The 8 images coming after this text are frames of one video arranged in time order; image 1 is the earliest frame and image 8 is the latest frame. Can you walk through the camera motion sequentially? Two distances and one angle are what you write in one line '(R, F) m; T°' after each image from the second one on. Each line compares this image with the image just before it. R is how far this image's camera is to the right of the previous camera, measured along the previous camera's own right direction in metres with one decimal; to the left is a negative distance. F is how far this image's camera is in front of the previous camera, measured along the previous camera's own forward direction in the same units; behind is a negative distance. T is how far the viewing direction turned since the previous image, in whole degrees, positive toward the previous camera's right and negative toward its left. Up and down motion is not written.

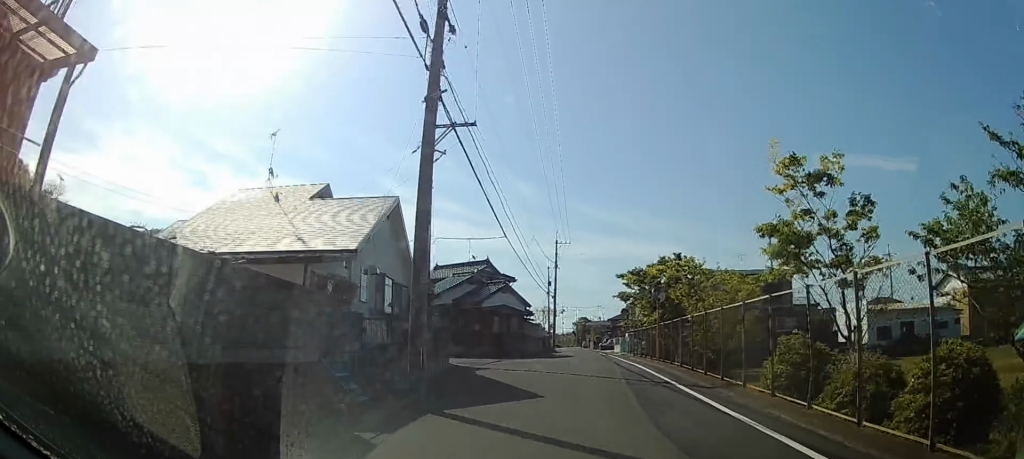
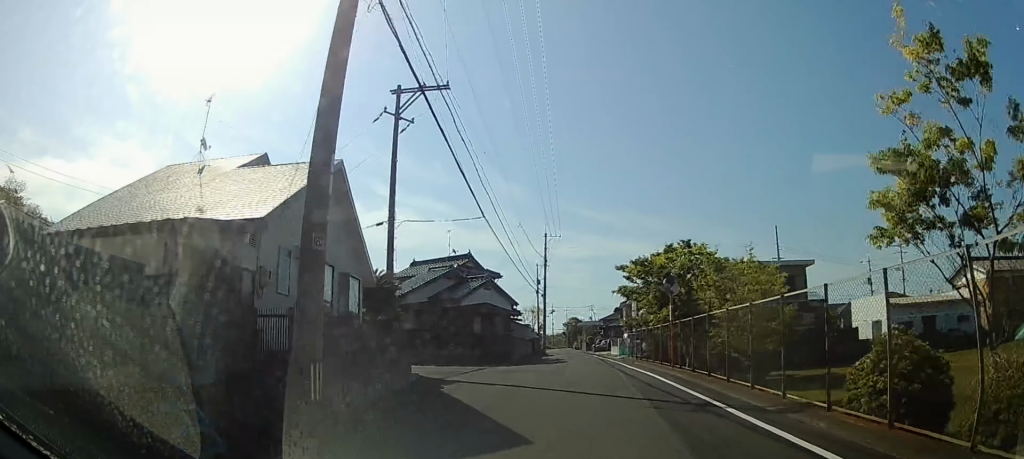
(+0.1, +4.7) m; +1°
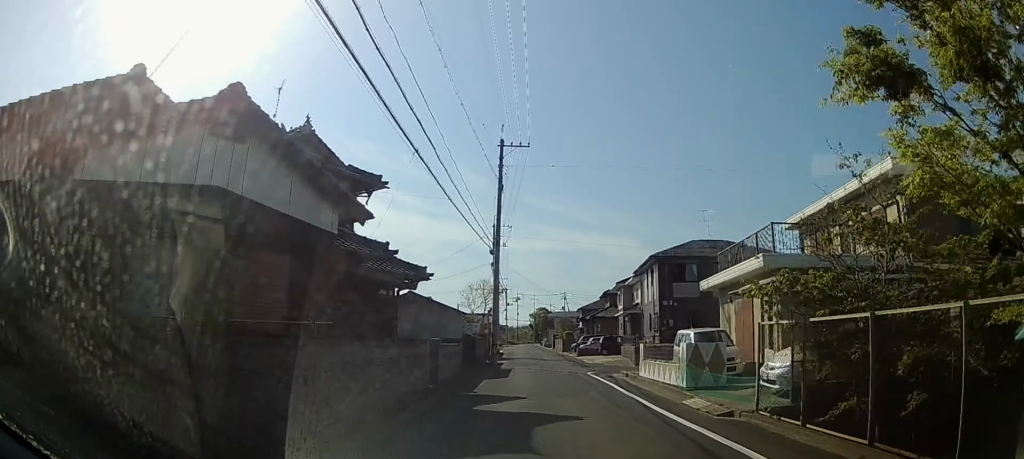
(+0.9, +21.5) m; +4°
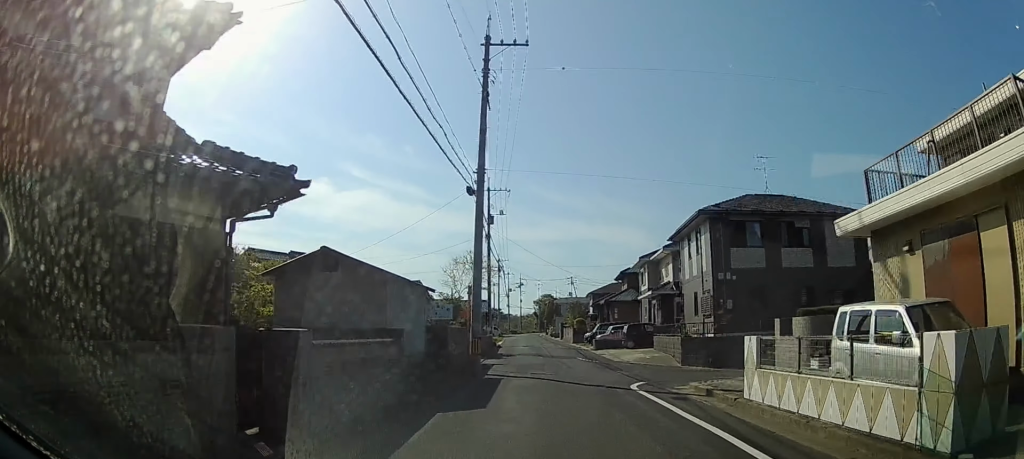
(+0.1, +9.5) m; 0°
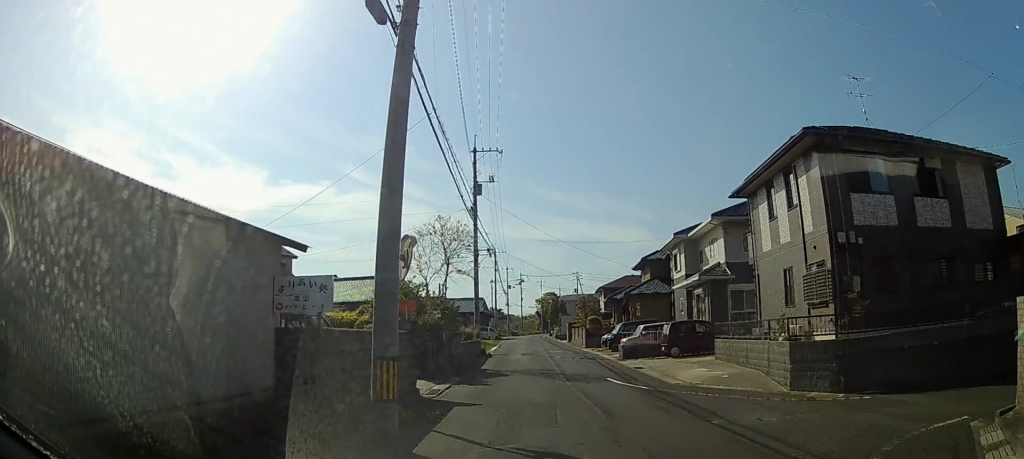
(-0.1, +9.8) m; -2°
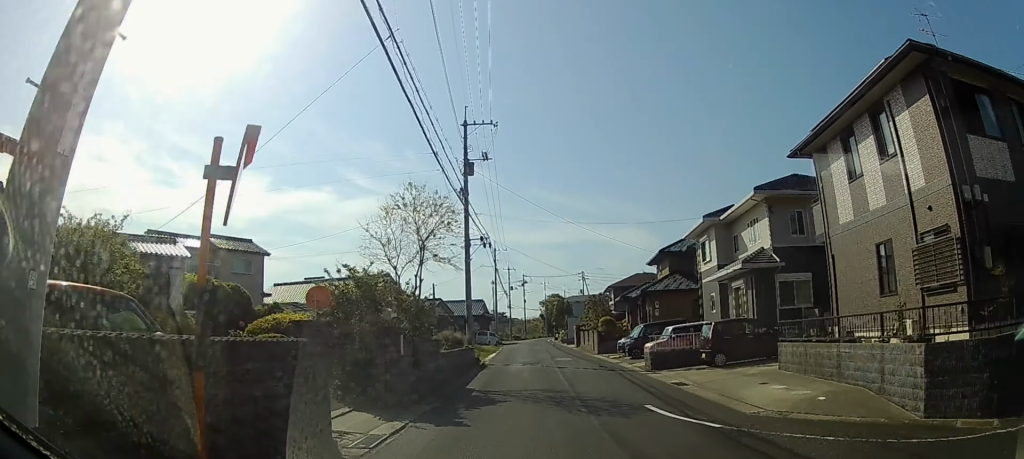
(-0.1, +5.8) m; -1°
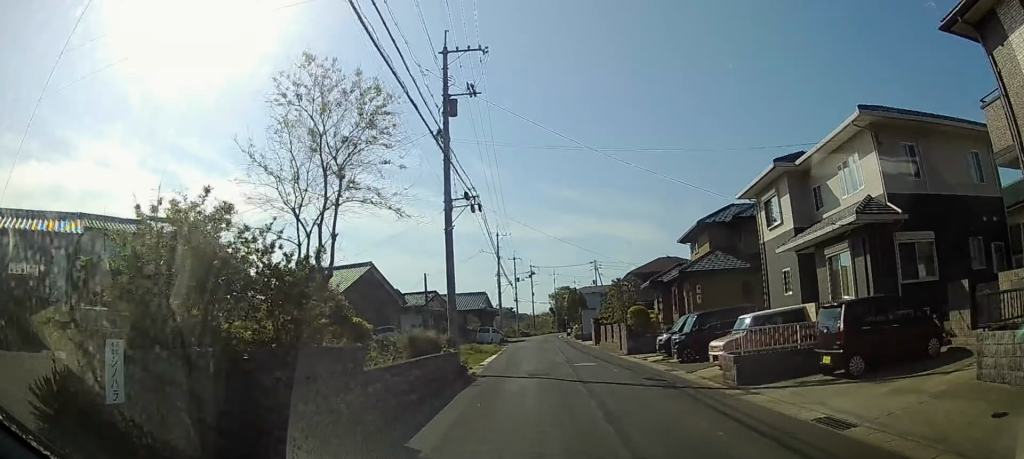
(0.0, +8.0) m; 0°
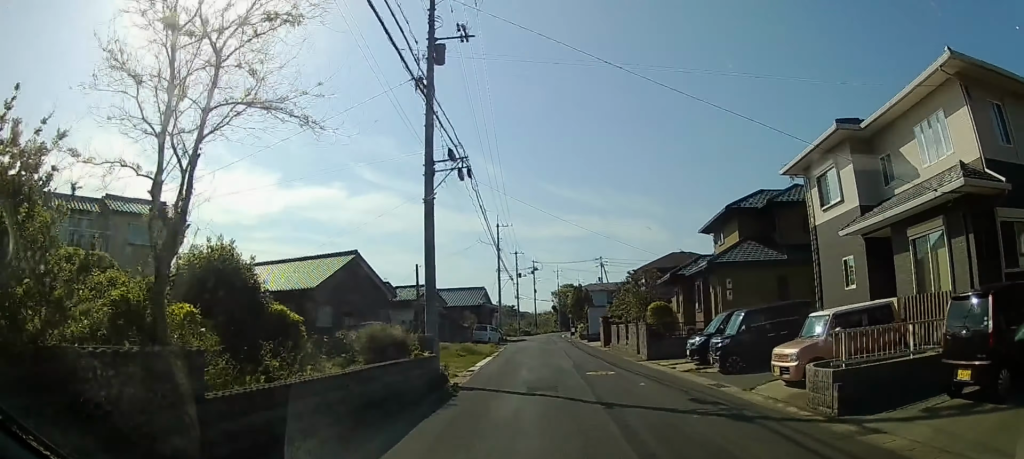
(0.0, +4.9) m; 0°
